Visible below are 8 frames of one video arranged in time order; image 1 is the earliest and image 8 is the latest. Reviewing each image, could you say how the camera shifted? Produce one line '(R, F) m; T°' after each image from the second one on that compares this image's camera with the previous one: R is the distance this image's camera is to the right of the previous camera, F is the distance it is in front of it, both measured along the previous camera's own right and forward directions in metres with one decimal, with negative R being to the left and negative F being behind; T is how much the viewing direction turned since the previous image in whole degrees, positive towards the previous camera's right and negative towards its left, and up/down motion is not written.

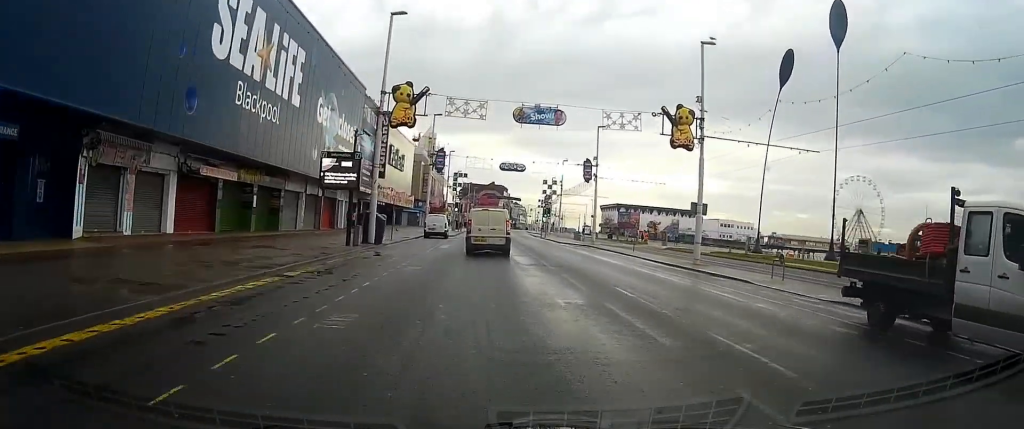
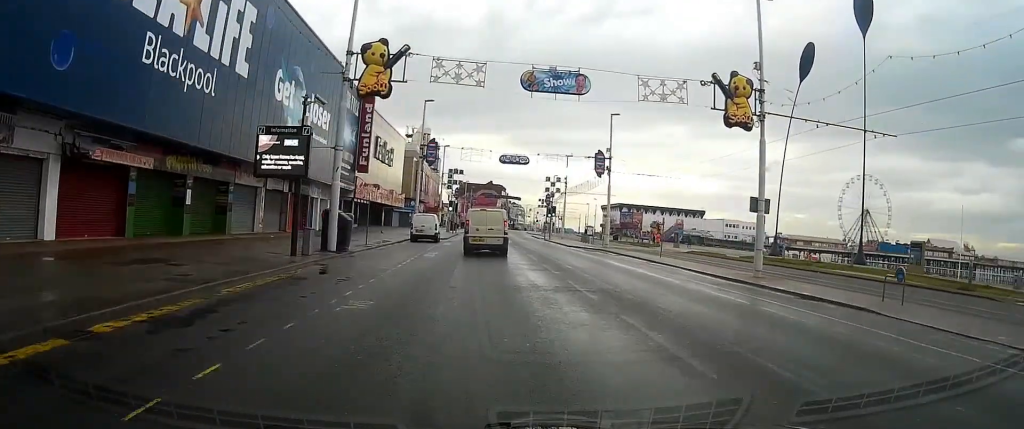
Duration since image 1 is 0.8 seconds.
(+0.1, +7.4) m; +1°
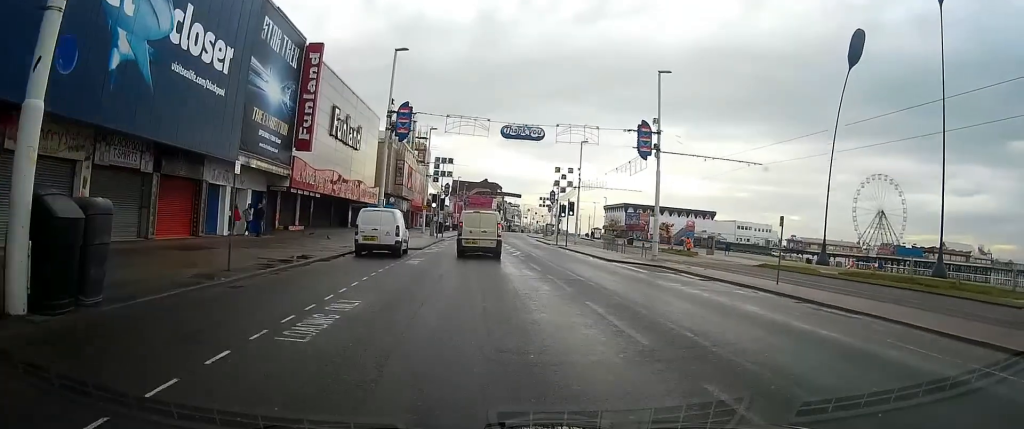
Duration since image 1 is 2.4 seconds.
(-0.1, +16.0) m; -1°
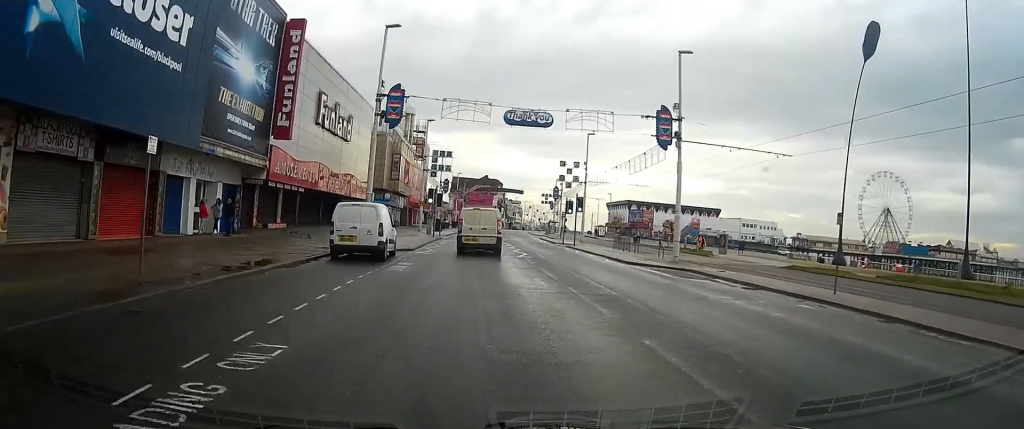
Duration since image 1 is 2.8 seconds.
(0.0, +3.9) m; 0°
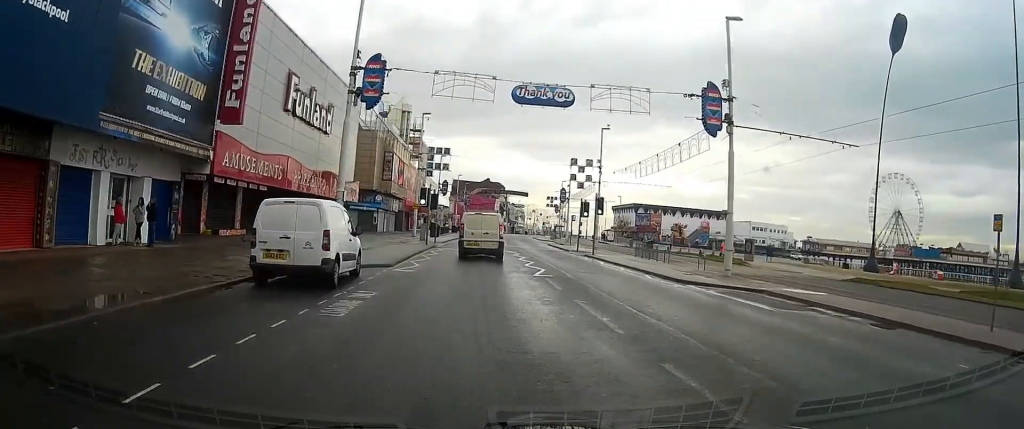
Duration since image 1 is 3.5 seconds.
(0.0, +6.9) m; 0°
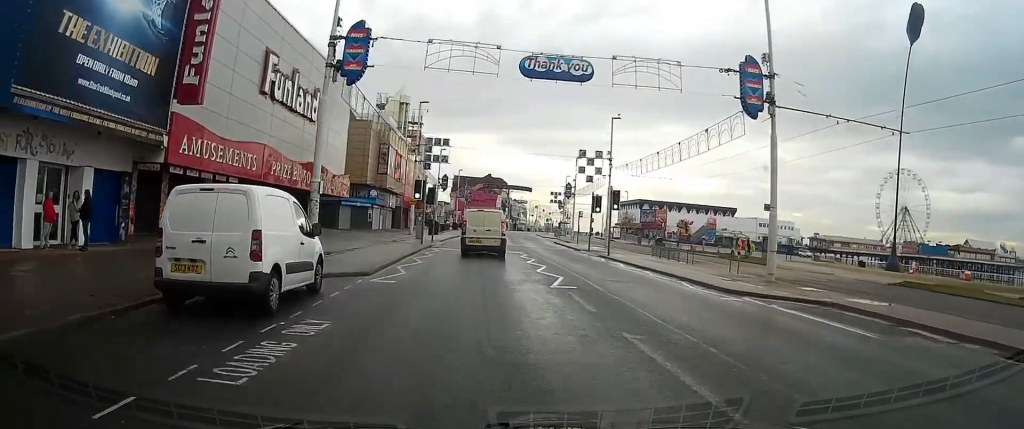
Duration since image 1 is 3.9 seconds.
(0.0, +3.9) m; 0°
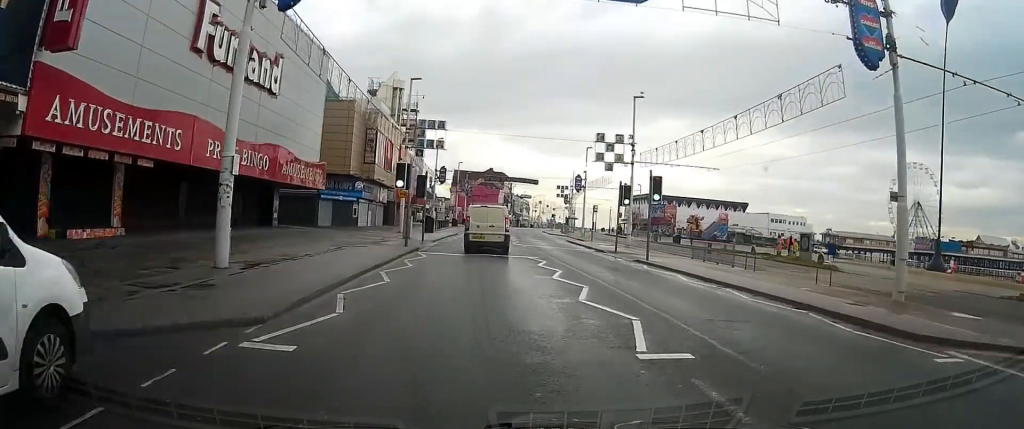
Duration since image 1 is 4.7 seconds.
(0.0, +7.7) m; 0°
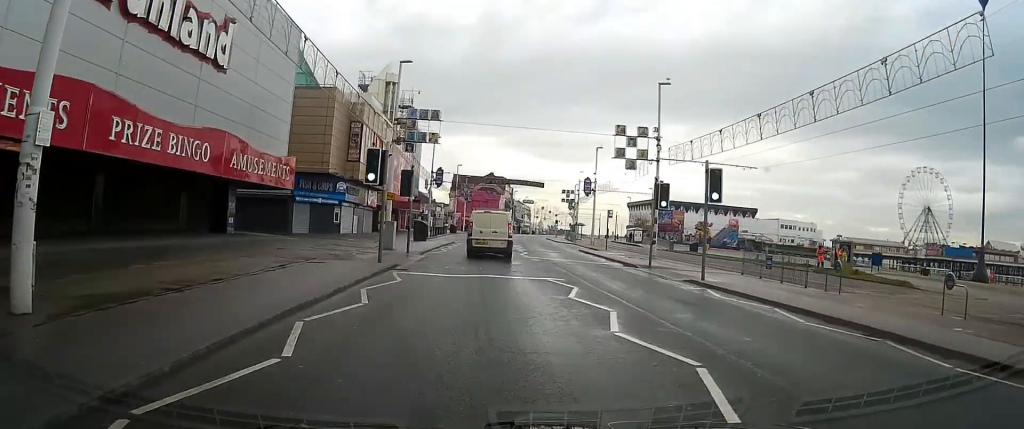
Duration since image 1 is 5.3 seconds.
(0.0, +6.8) m; 0°
